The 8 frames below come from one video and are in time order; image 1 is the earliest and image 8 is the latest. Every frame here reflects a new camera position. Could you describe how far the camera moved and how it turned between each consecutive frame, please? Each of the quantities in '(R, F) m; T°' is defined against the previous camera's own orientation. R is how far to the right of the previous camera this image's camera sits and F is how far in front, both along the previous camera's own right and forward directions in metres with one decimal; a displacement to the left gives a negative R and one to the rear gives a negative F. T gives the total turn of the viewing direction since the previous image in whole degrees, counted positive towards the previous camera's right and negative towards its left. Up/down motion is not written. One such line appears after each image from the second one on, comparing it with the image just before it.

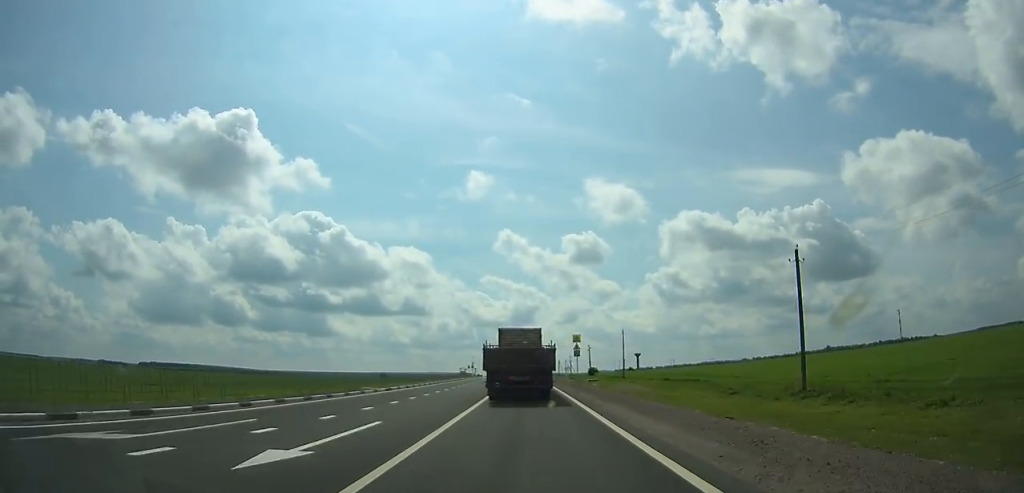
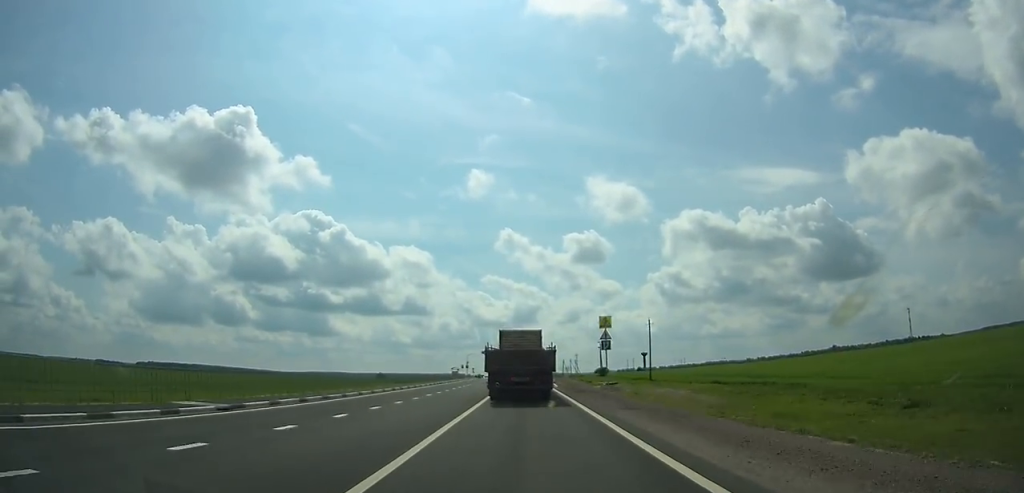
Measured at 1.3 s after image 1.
(-0.1, +21.6) m; 0°
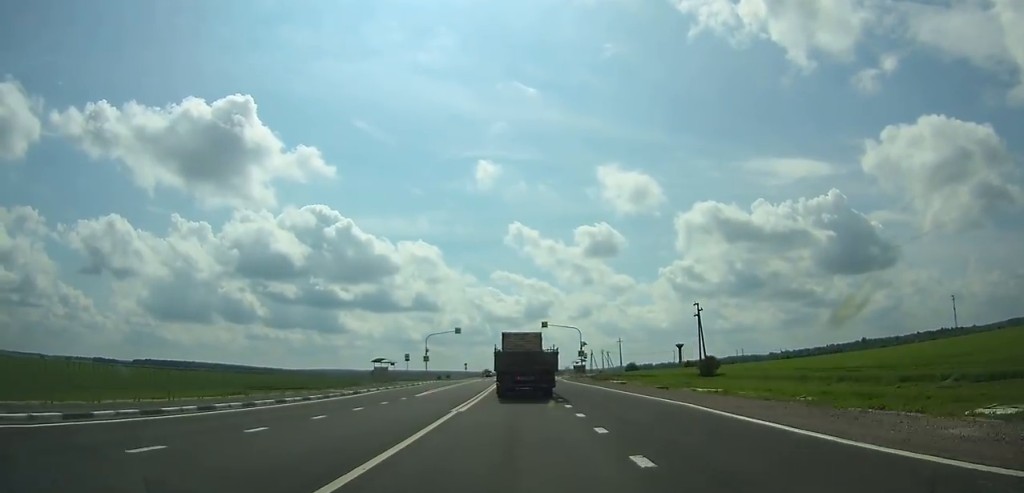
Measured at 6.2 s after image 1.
(-1.3, +85.9) m; -2°
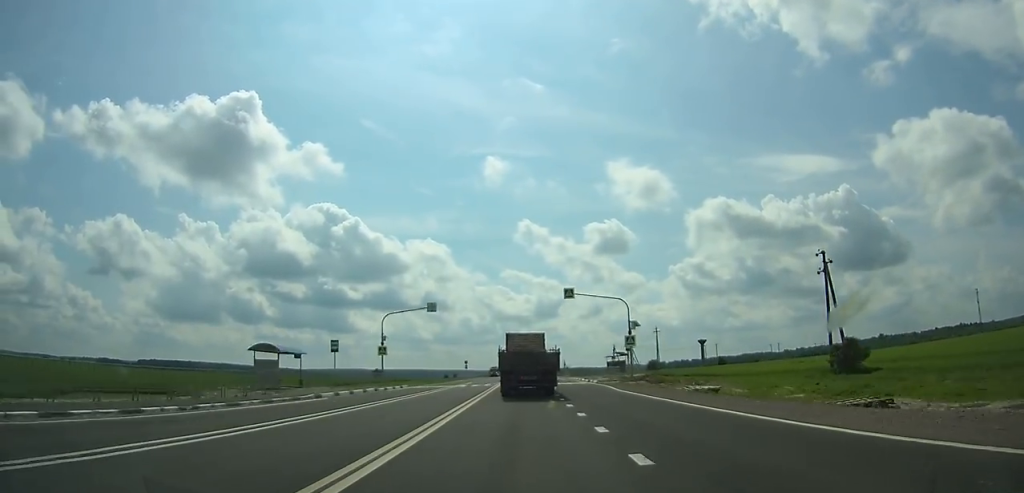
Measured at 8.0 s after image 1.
(-0.3, +33.1) m; -1°
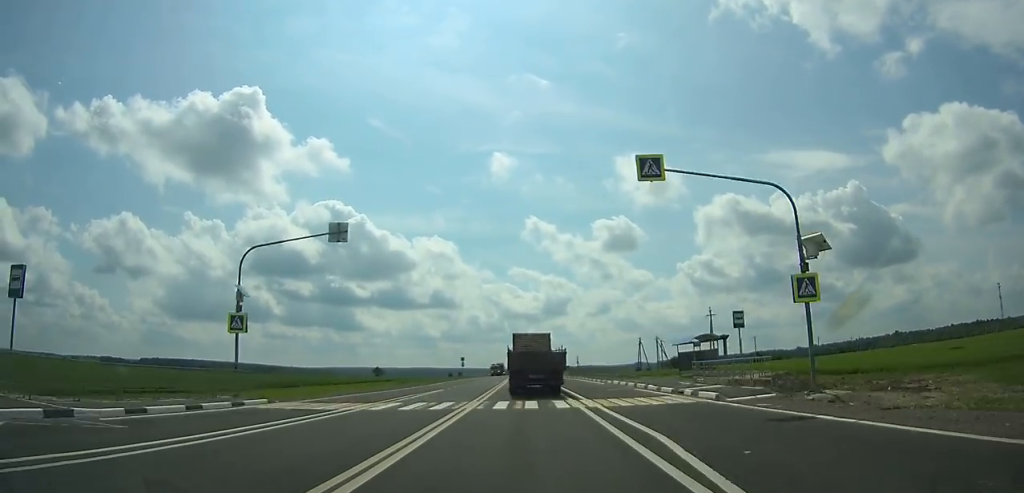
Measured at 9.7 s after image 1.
(-0.1, +31.5) m; -1°
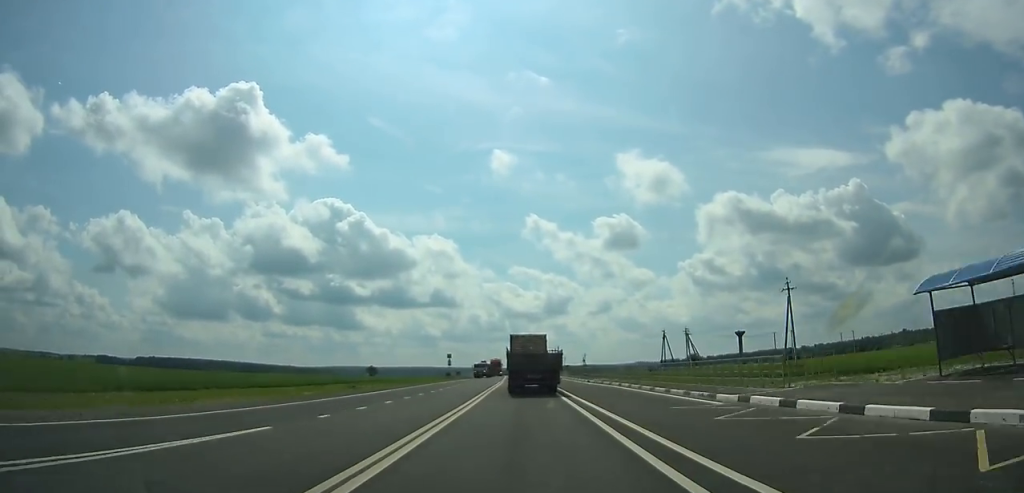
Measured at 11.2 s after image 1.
(-0.2, +27.3) m; 0°
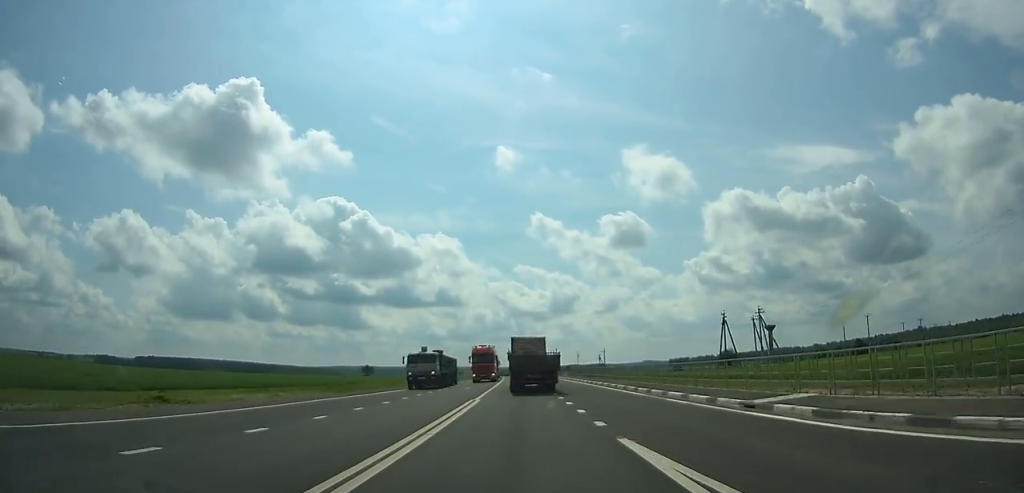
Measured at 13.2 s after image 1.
(-0.1, +36.5) m; -1°
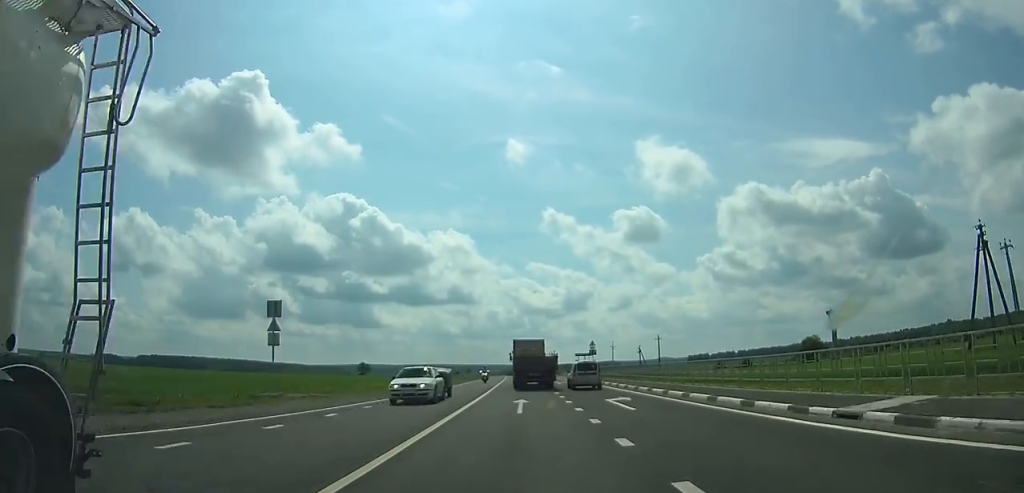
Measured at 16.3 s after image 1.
(-0.5, +57.4) m; -1°
